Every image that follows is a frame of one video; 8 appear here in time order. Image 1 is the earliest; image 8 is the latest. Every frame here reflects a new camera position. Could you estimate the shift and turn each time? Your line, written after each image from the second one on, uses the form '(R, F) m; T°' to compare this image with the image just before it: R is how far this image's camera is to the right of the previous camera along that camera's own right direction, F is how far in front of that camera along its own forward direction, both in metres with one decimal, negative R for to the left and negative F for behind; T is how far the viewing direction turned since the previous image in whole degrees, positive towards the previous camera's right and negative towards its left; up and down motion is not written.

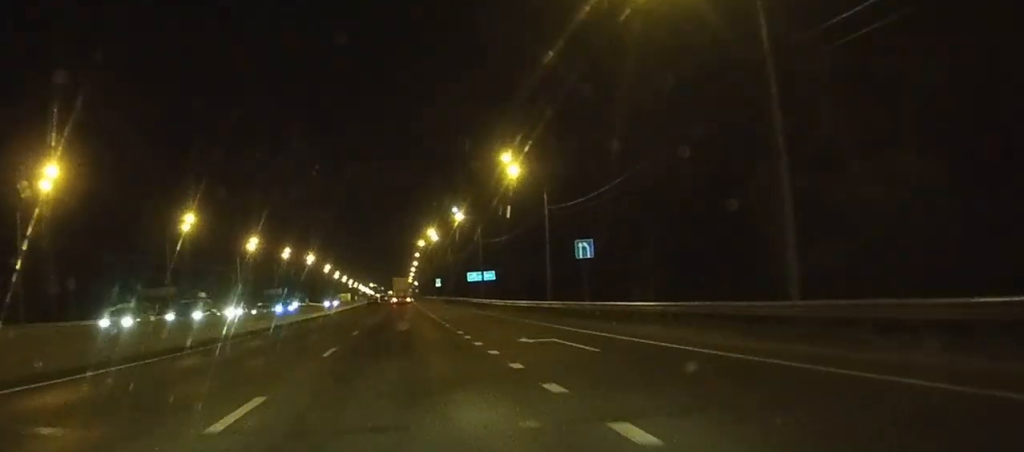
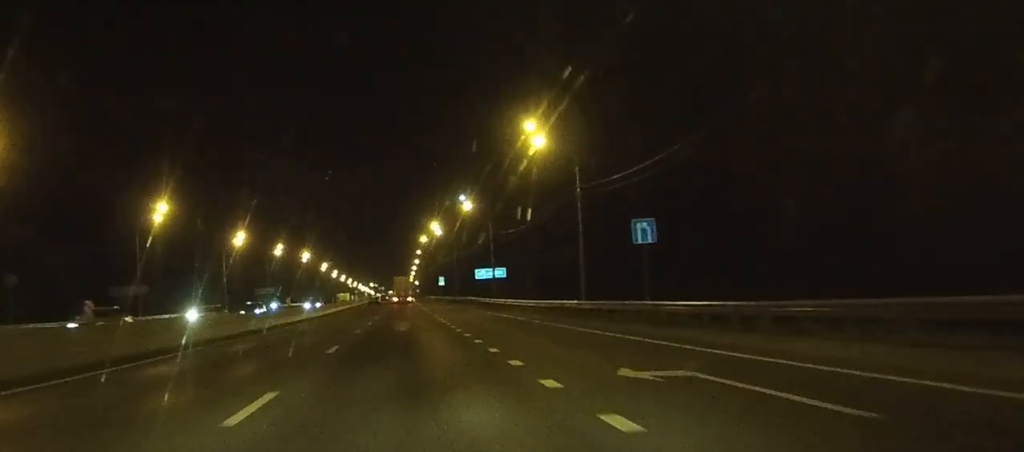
(0.0, +11.4) m; 0°
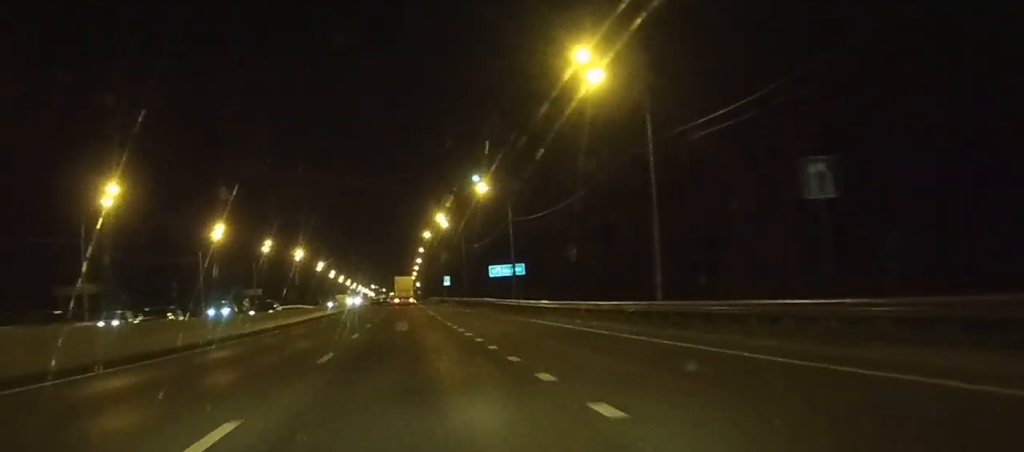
(-0.1, +15.2) m; 0°
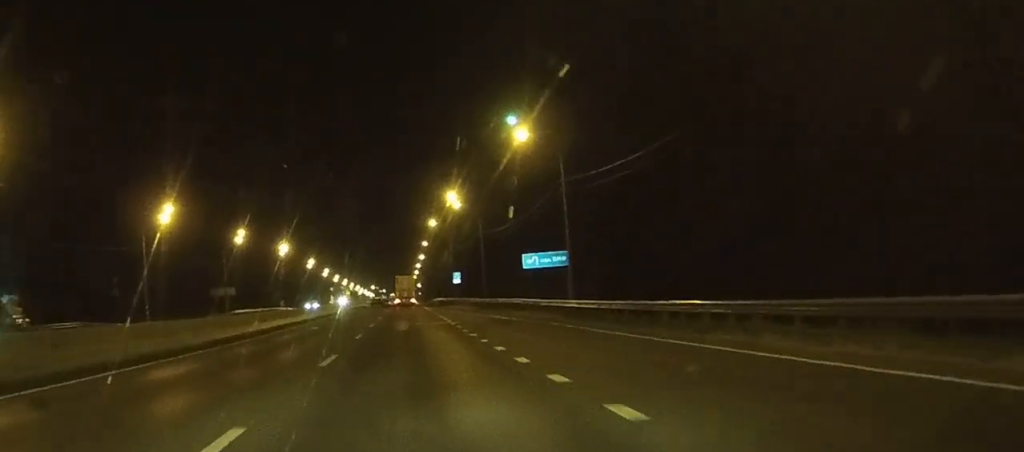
(+0.1, +24.3) m; 0°
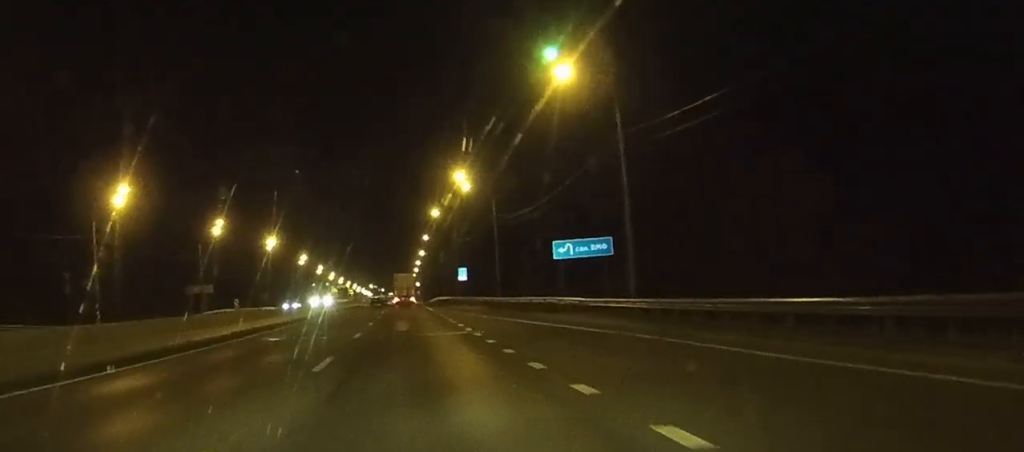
(0.0, +13.7) m; 0°
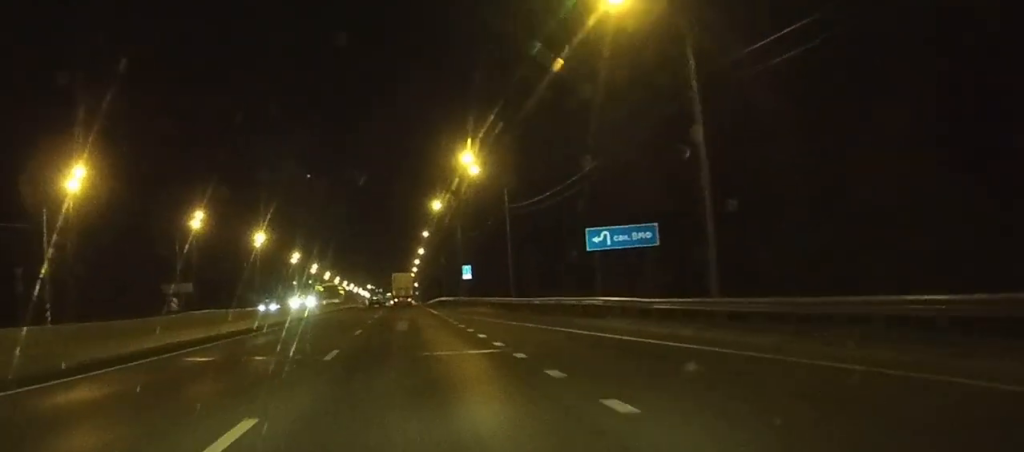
(0.0, +9.9) m; 0°
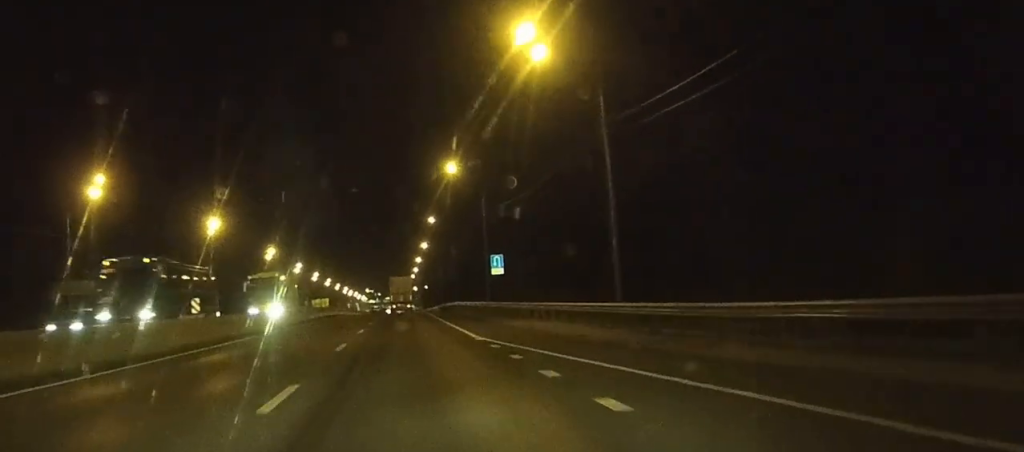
(+0.2, +31.6) m; 0°
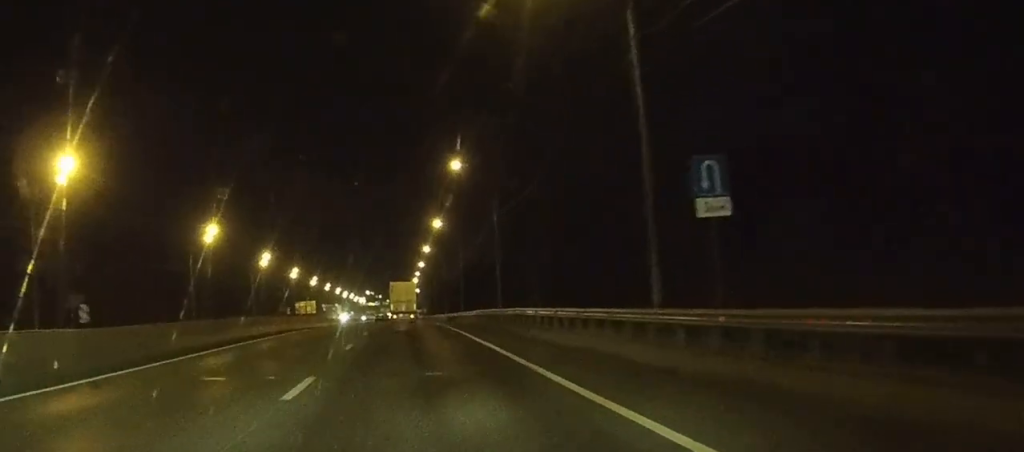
(-0.2, +46.0) m; -1°
